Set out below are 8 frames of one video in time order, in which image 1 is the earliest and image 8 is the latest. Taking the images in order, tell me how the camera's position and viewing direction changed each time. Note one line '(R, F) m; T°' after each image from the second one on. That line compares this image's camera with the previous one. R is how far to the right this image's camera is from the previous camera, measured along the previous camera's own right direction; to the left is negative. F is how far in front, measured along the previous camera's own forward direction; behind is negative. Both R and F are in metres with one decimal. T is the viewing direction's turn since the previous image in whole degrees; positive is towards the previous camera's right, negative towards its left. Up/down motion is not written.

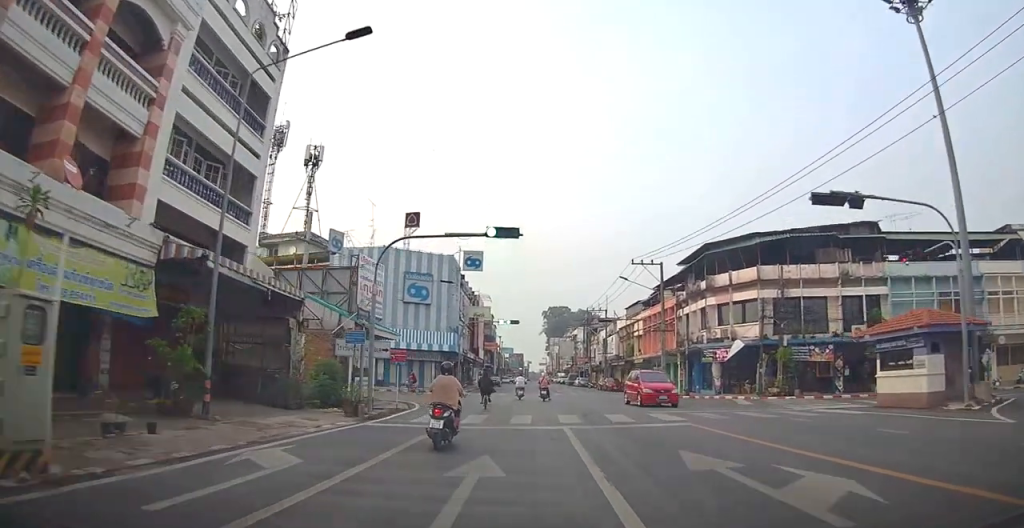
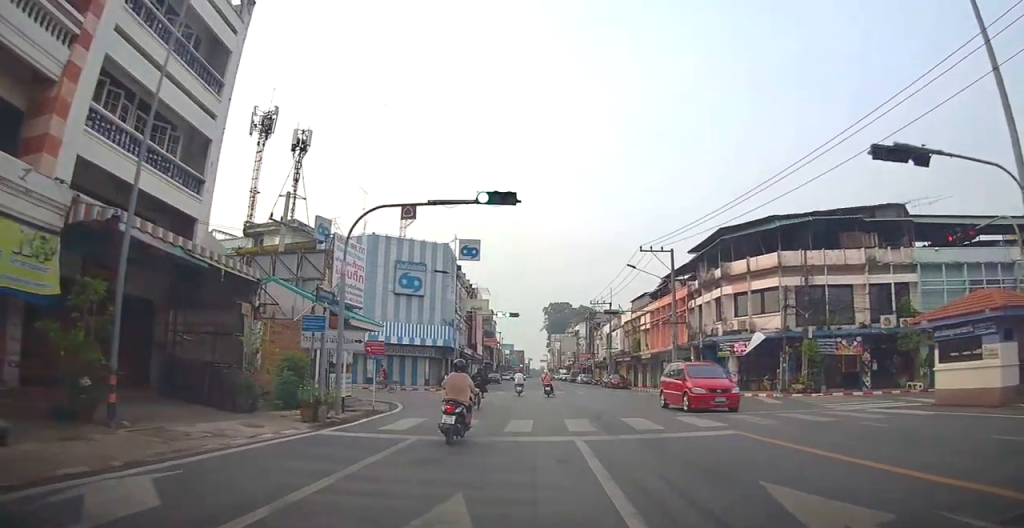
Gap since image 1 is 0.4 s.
(0.0, +3.4) m; 0°
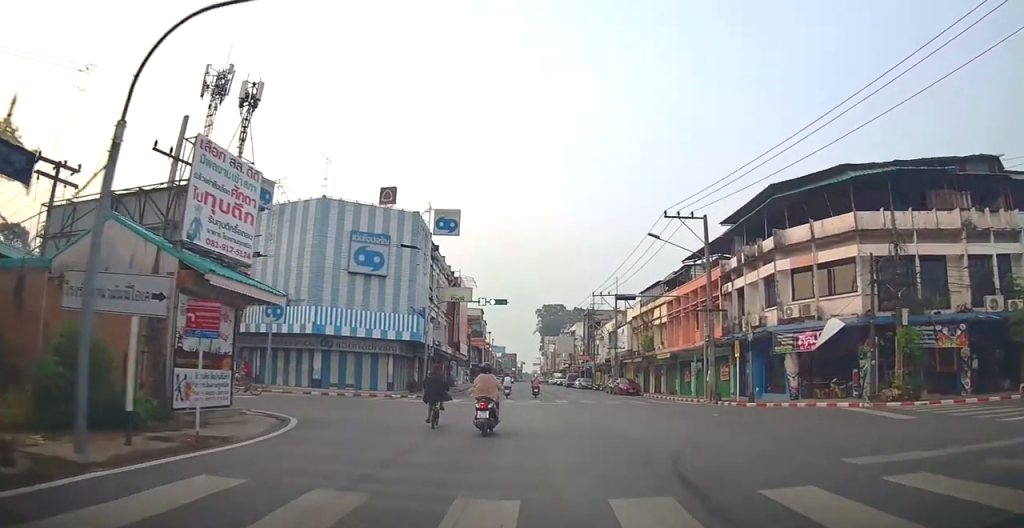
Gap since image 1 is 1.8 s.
(0.0, +10.2) m; 0°
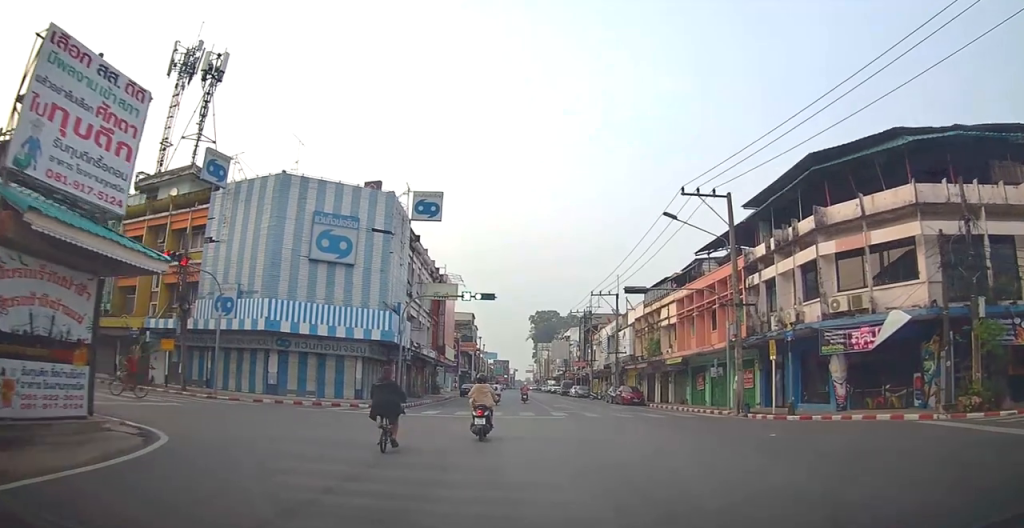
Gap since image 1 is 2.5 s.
(0.0, +5.3) m; 0°
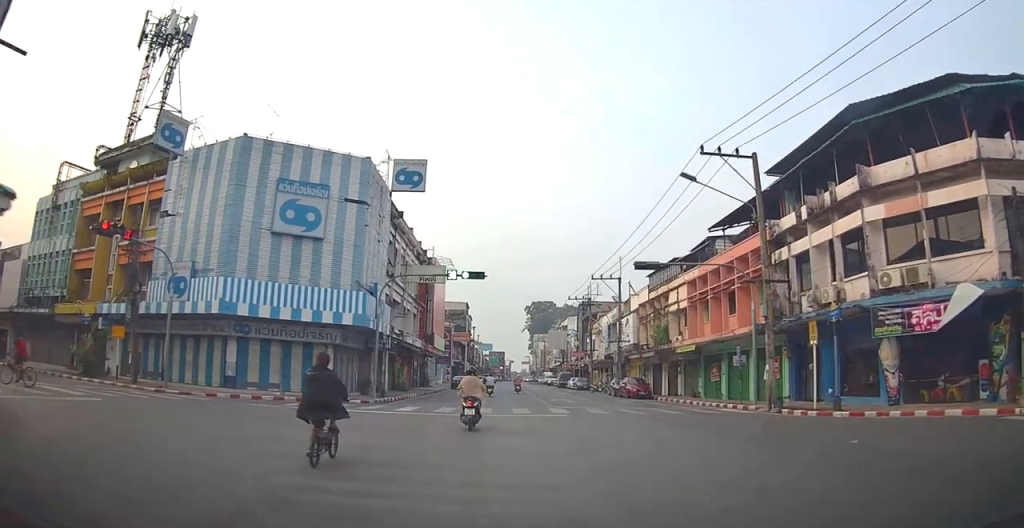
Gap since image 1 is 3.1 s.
(0.0, +4.0) m; 0°
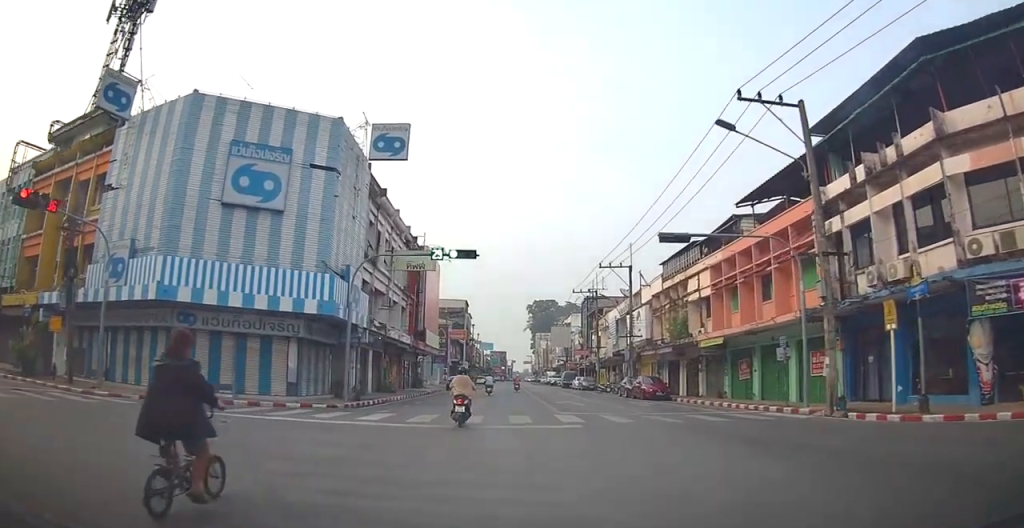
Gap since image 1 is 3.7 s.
(0.0, +4.6) m; 0°
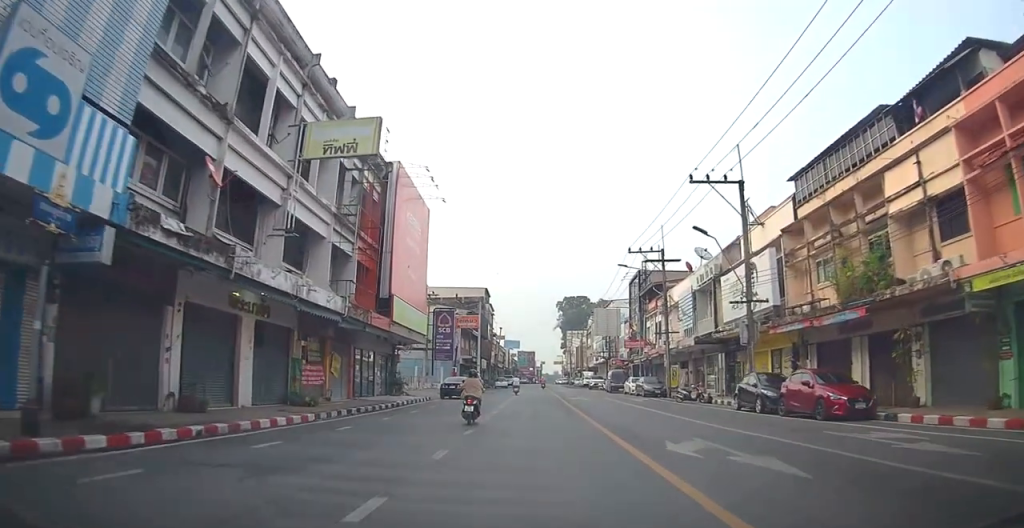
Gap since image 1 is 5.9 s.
(-1.2, +17.8) m; -9°
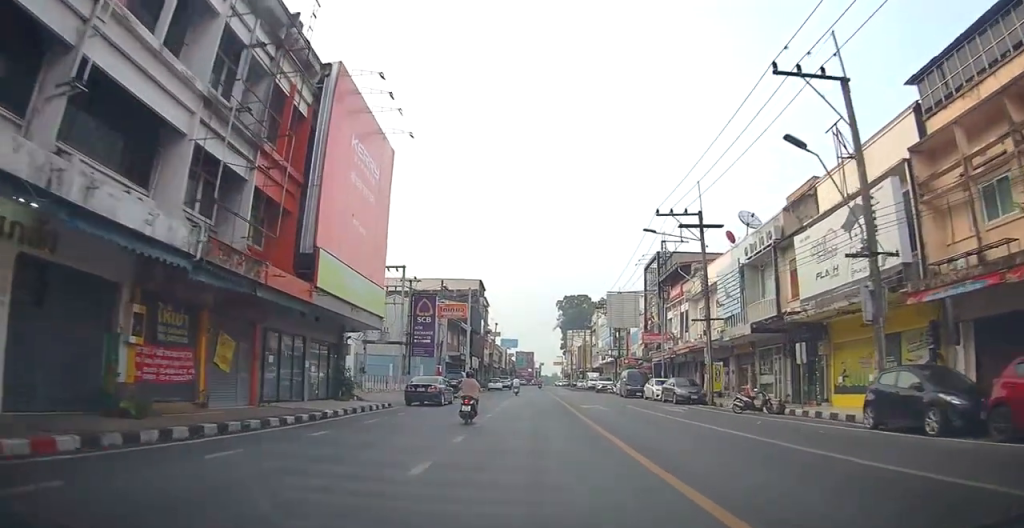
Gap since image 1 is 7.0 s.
(-0.1, +8.9) m; 0°
